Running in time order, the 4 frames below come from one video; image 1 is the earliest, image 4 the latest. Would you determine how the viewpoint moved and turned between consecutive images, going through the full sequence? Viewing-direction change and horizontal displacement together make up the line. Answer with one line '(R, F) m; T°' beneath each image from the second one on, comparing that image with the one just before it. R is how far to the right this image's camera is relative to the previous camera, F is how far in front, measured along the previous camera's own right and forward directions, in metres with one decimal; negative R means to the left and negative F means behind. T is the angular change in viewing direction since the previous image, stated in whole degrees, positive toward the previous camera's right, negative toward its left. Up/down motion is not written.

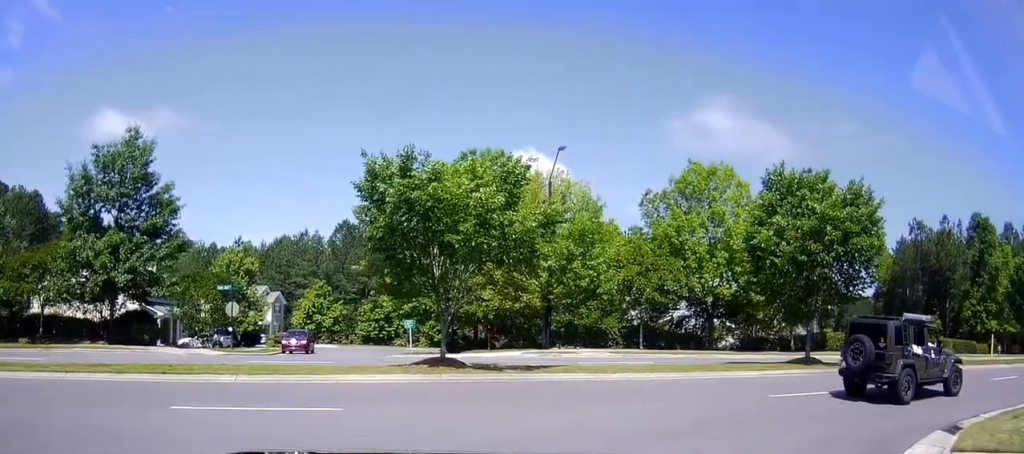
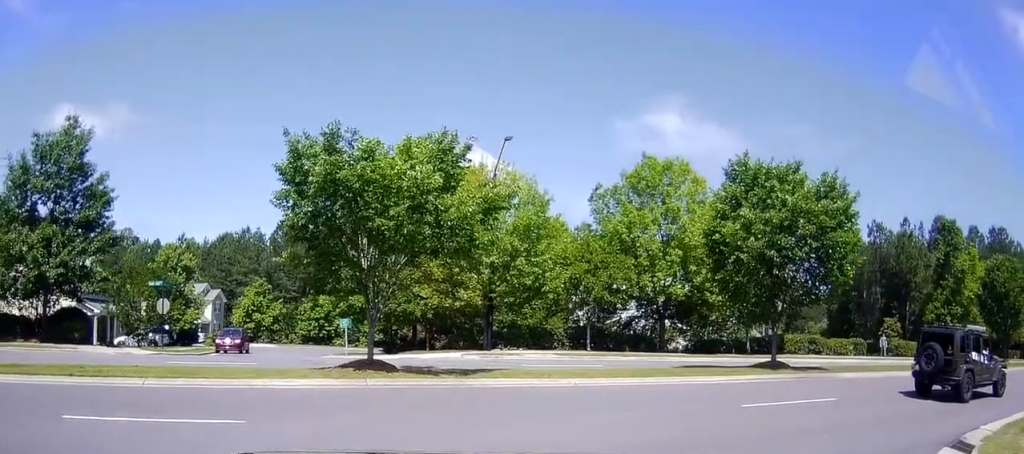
(+0.3, +1.9) m; +6°
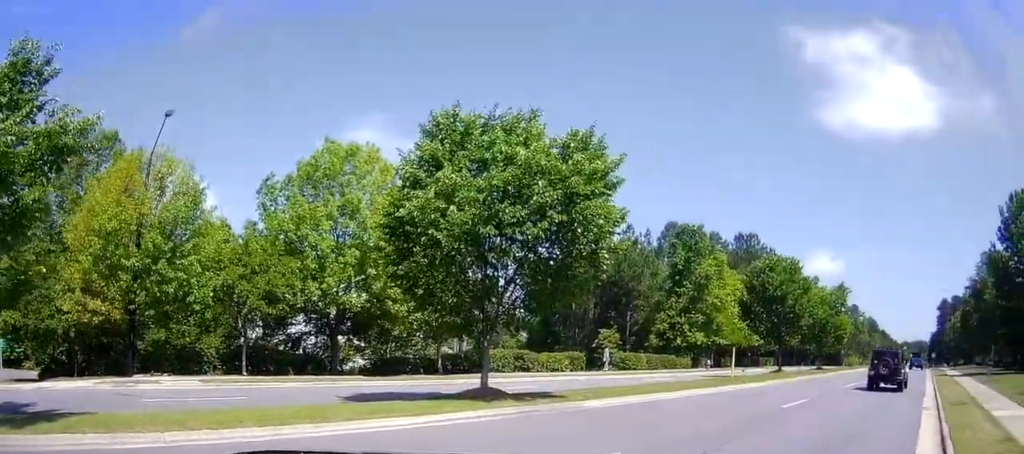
(+1.1, +5.9) m; +31°
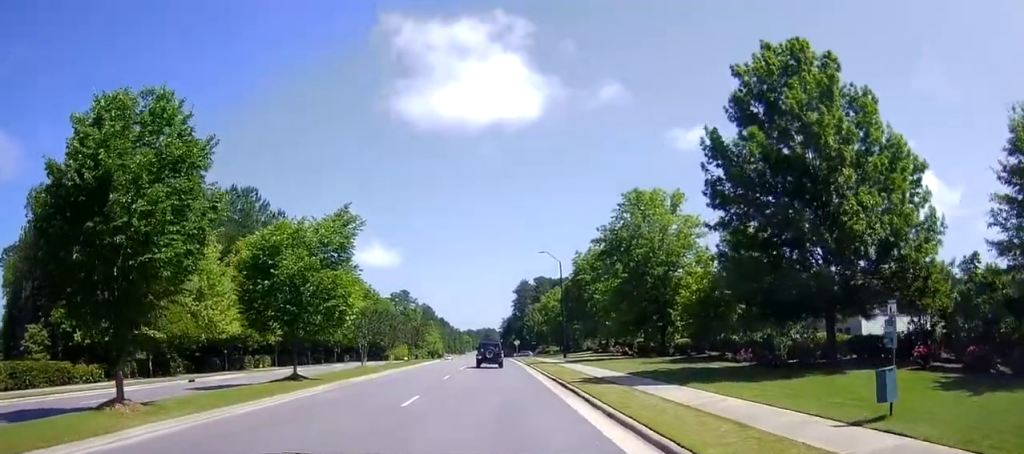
(+11.9, +16.4) m; +45°
